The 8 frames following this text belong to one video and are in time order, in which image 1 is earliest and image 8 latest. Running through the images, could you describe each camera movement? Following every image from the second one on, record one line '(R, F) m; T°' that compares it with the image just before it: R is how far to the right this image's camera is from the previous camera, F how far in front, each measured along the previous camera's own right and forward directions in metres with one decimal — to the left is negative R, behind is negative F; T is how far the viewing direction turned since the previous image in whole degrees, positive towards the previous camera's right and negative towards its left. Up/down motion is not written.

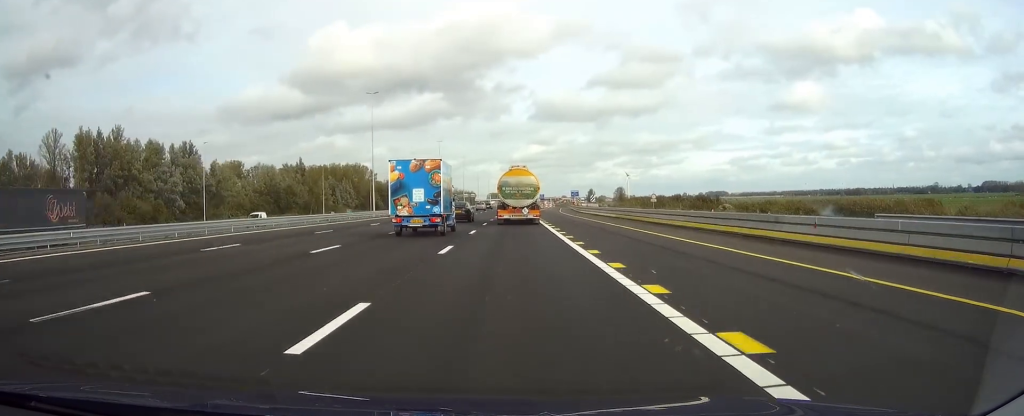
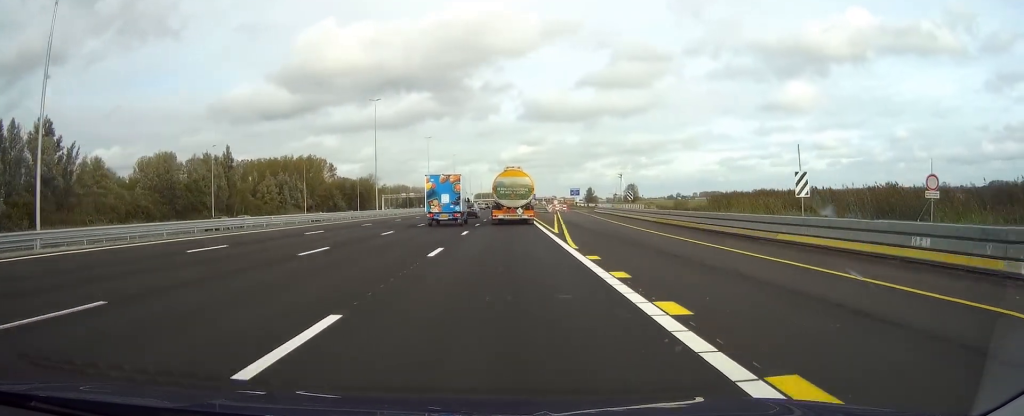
(+0.2, +72.6) m; 0°
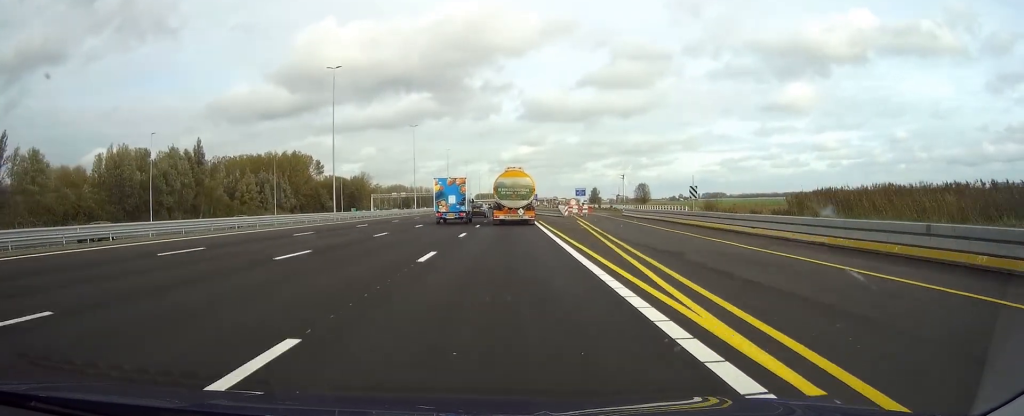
(-0.1, +25.7) m; 0°
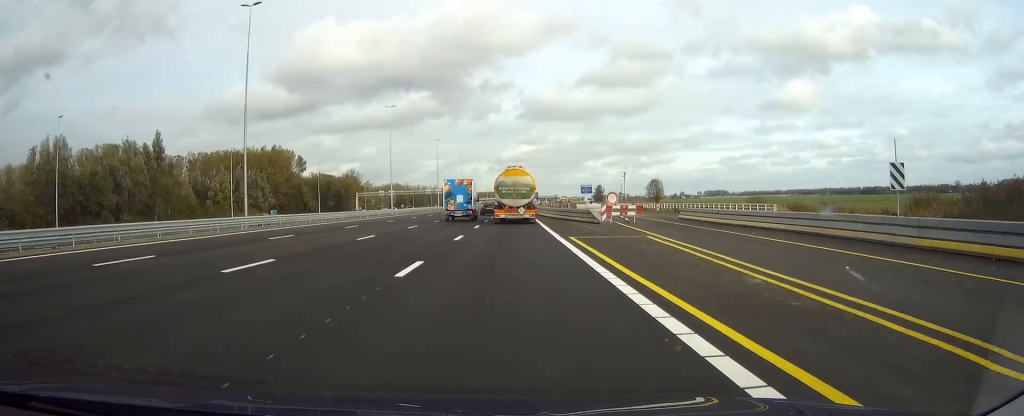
(-0.1, +27.3) m; 0°
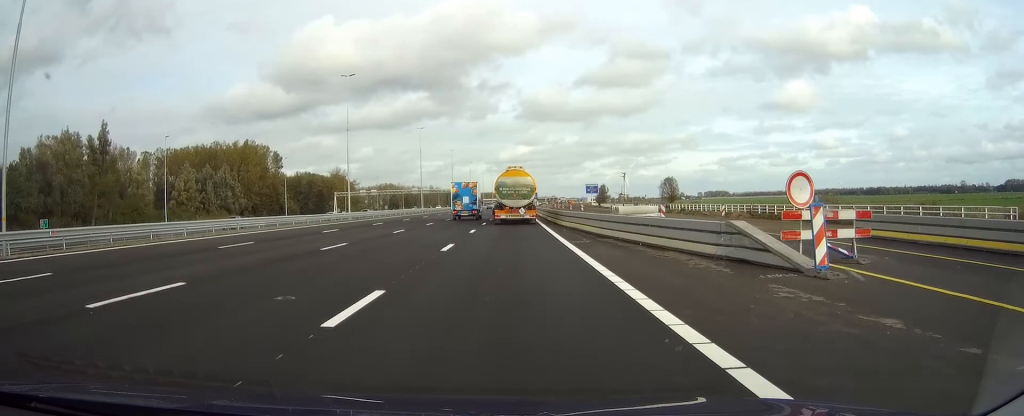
(+0.2, +28.7) m; 0°
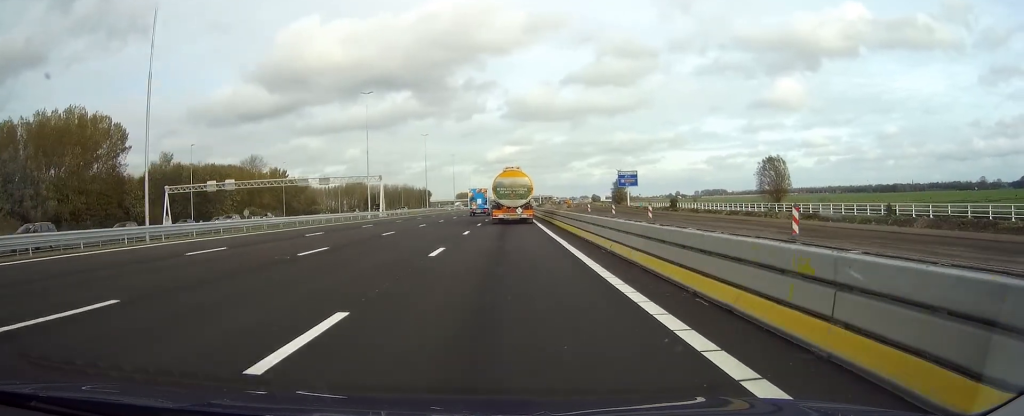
(+0.8, +109.7) m; +1°
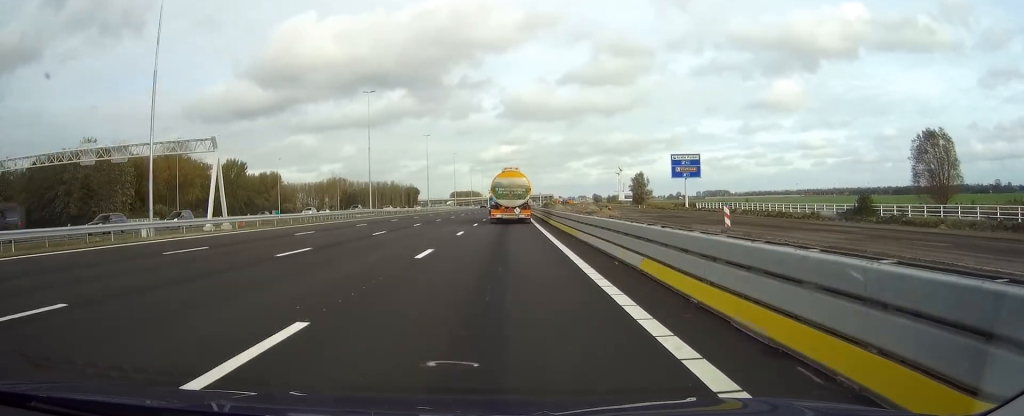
(-0.1, +60.1) m; 0°
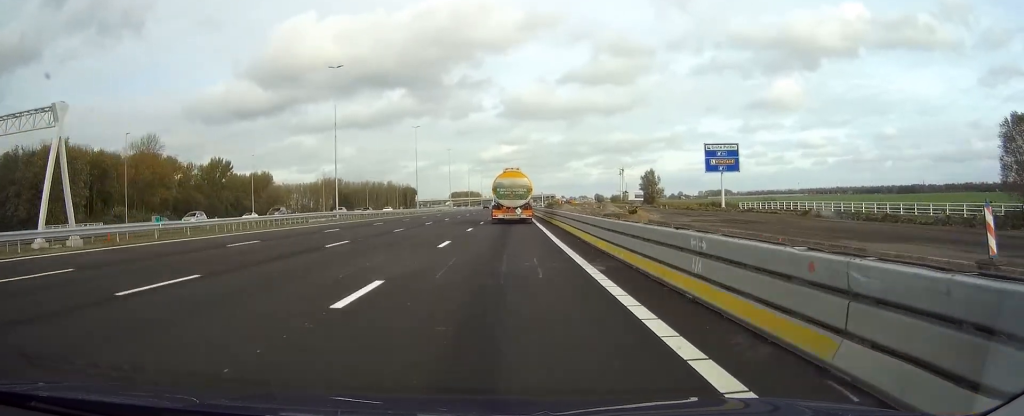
(-0.2, +19.6) m; 0°
